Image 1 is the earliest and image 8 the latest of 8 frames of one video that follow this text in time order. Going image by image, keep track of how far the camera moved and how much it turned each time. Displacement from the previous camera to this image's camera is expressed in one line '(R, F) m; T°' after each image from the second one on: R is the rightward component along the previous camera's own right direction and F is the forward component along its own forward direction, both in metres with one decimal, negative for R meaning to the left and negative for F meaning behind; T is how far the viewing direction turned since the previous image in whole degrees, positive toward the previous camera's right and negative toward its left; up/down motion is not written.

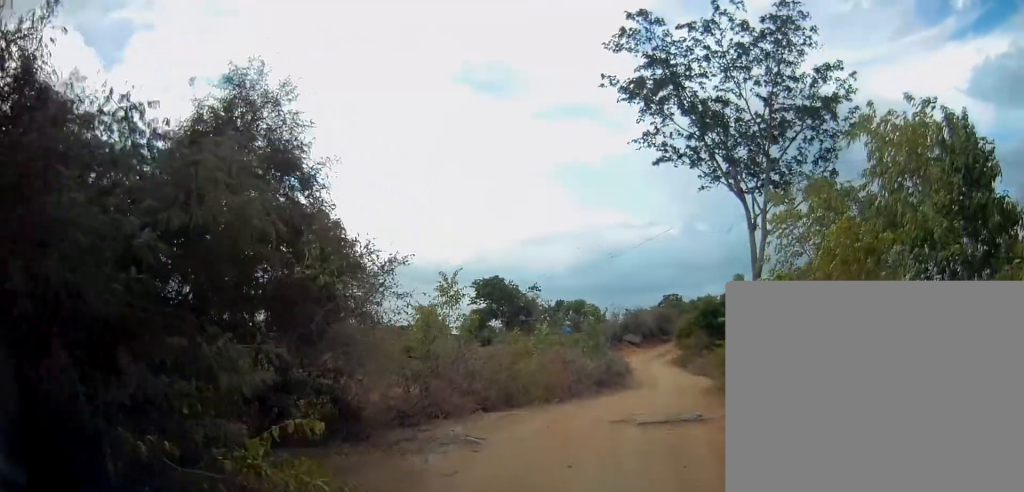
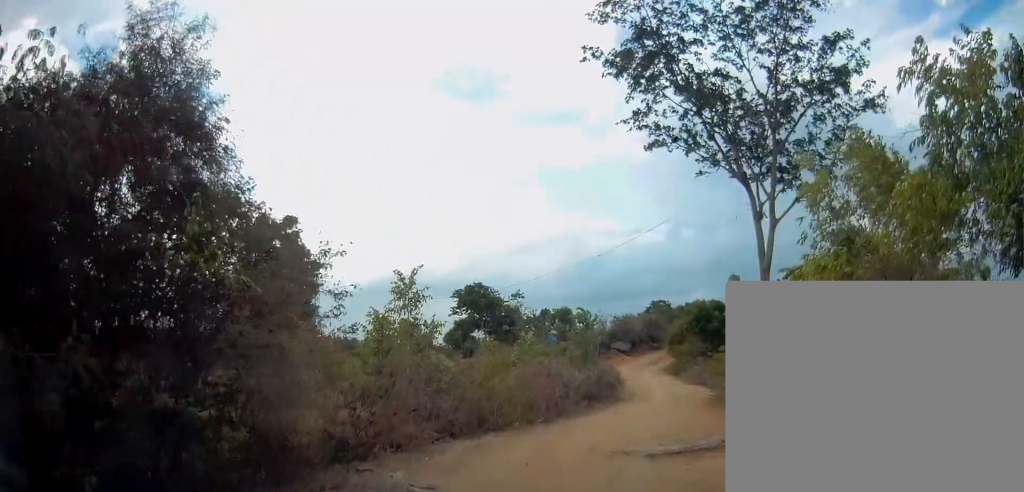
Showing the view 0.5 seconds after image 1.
(0.0, +2.0) m; +2°
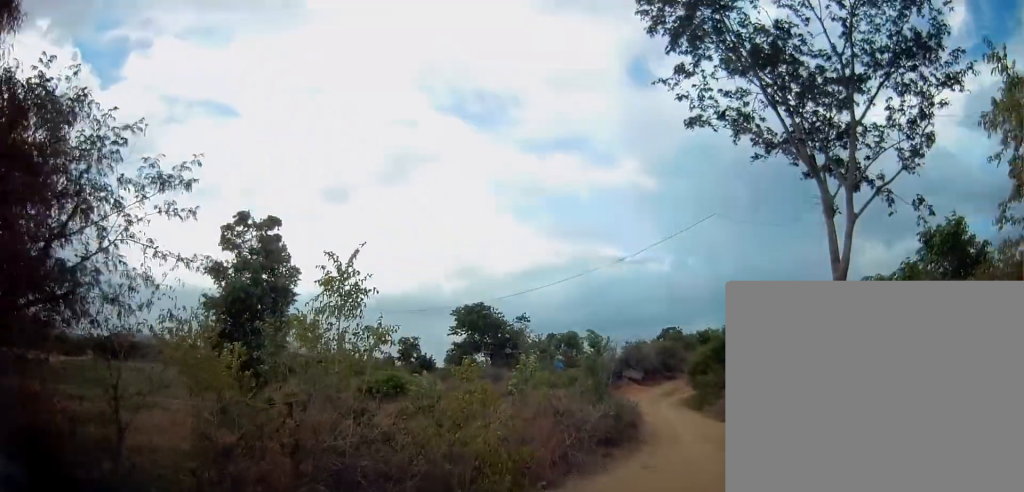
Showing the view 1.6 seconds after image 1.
(+0.2, +3.5) m; +6°
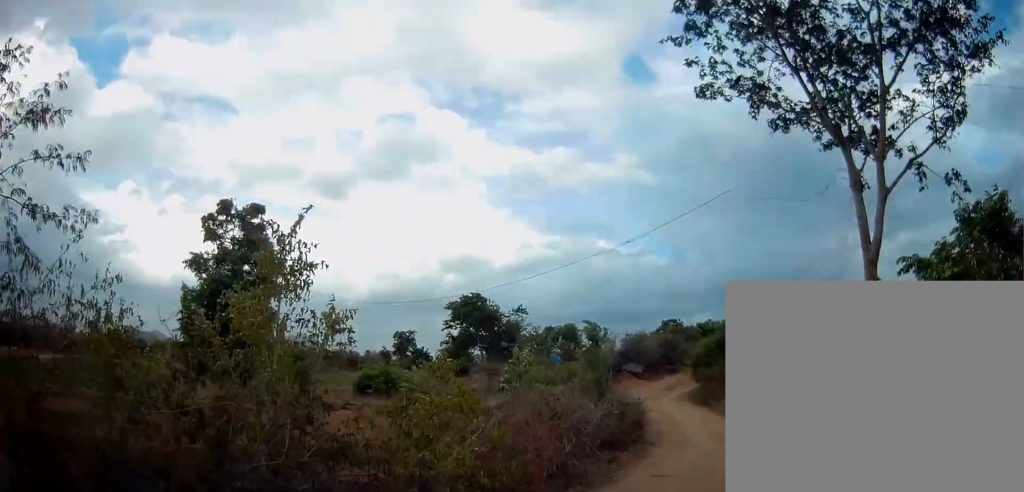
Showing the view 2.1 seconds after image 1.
(+0.1, +1.3) m; +2°
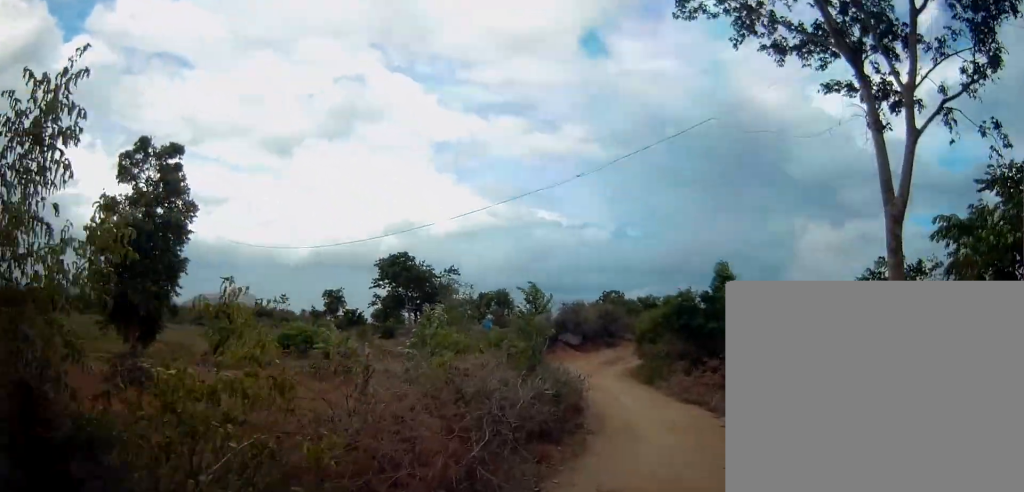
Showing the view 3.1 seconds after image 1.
(+0.1, +2.7) m; +5°
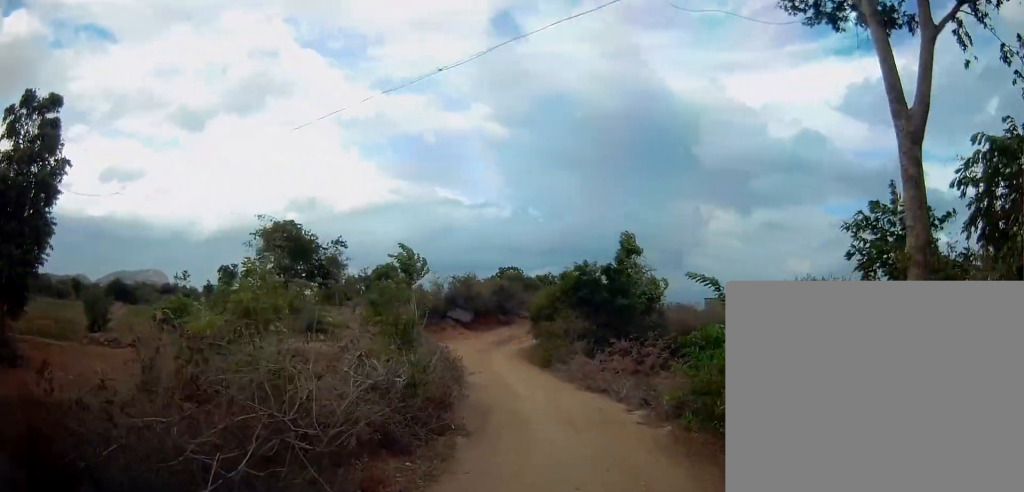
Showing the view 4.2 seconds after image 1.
(+0.2, +3.0) m; +11°
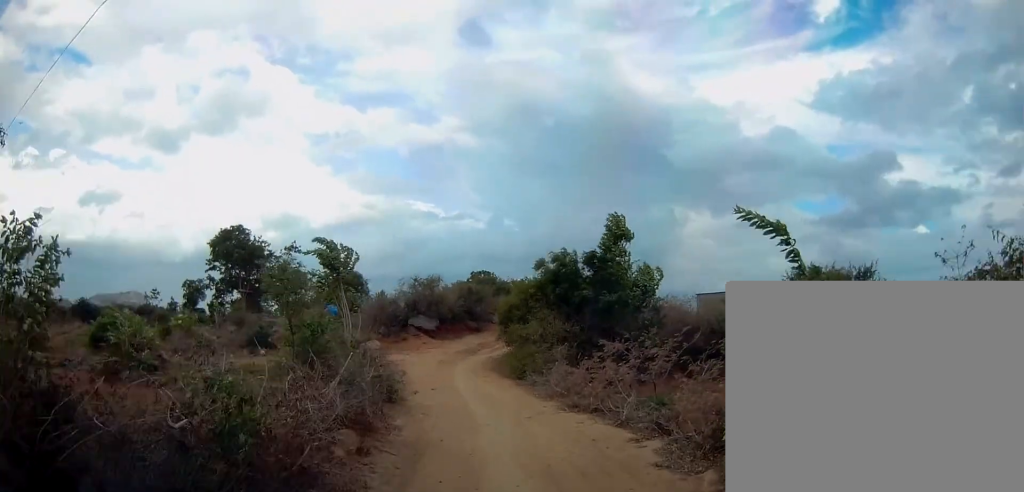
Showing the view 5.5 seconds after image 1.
(+0.4, +3.7) m; -2°
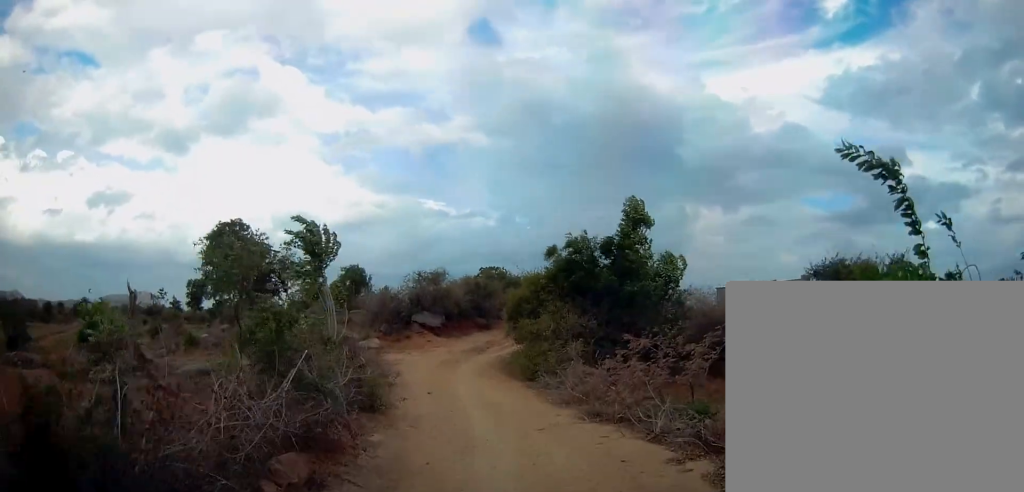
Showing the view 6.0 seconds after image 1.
(-0.3, +1.8) m; -2°
